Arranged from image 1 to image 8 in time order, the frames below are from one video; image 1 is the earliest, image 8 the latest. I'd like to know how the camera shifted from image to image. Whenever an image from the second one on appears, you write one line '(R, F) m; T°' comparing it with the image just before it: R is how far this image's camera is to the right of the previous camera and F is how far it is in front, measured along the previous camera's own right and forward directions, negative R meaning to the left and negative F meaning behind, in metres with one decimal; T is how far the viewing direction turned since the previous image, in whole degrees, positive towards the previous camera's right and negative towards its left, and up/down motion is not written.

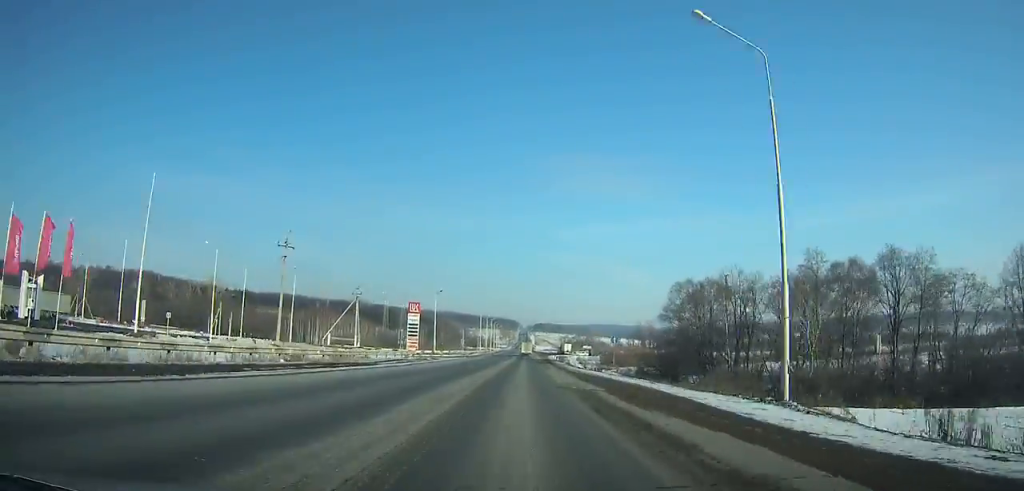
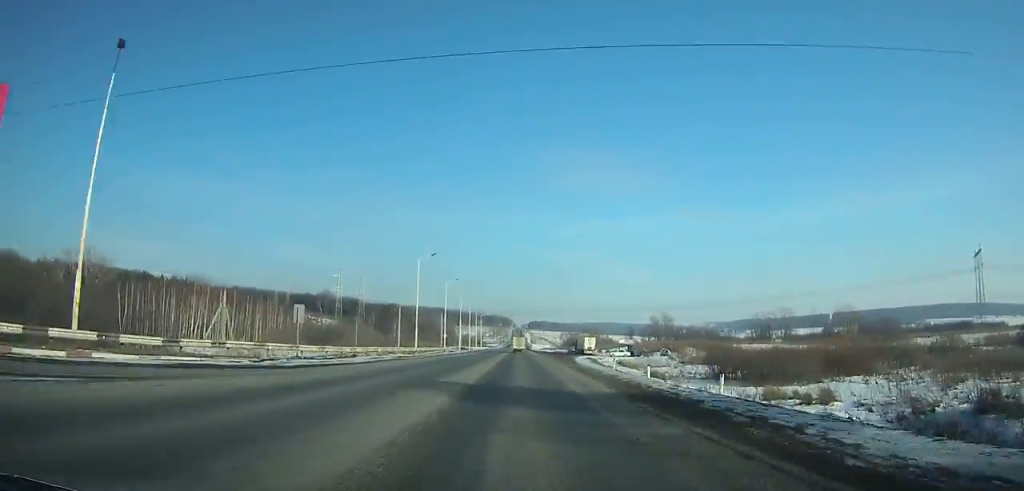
(-0.4, +86.3) m; -1°
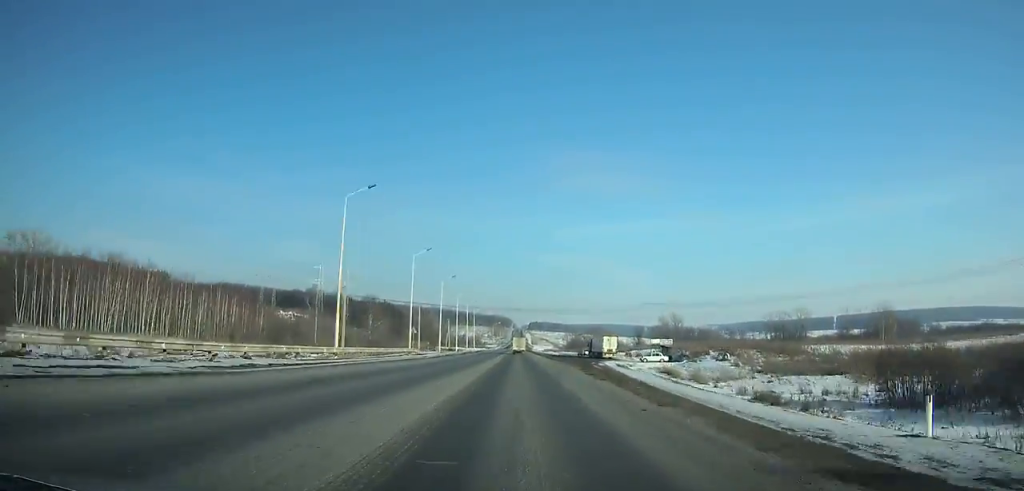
(0.0, +28.6) m; 0°
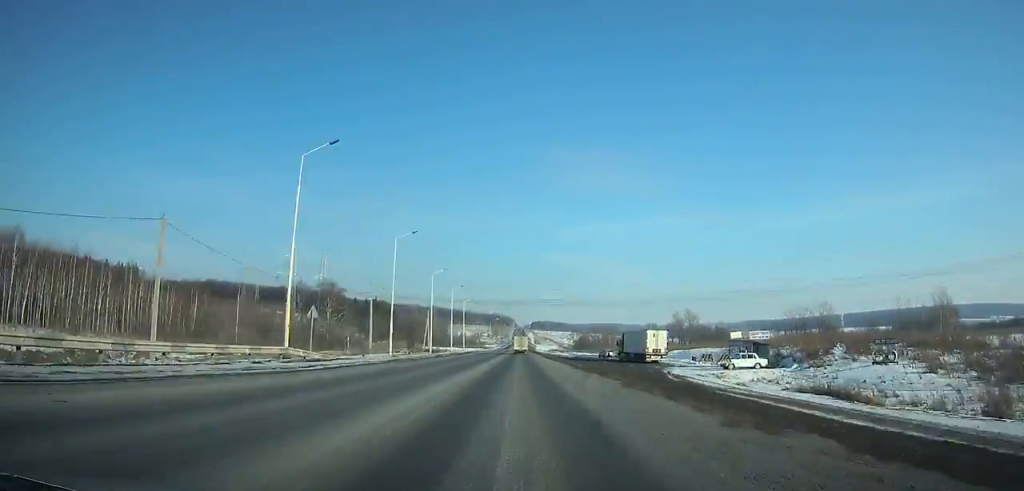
(0.0, +34.1) m; 0°
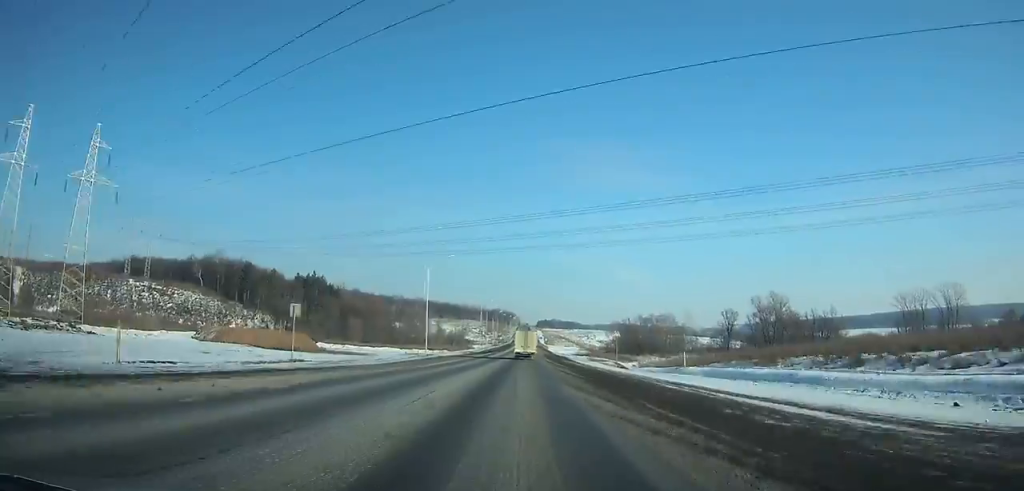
(-0.2, +139.1) m; 0°
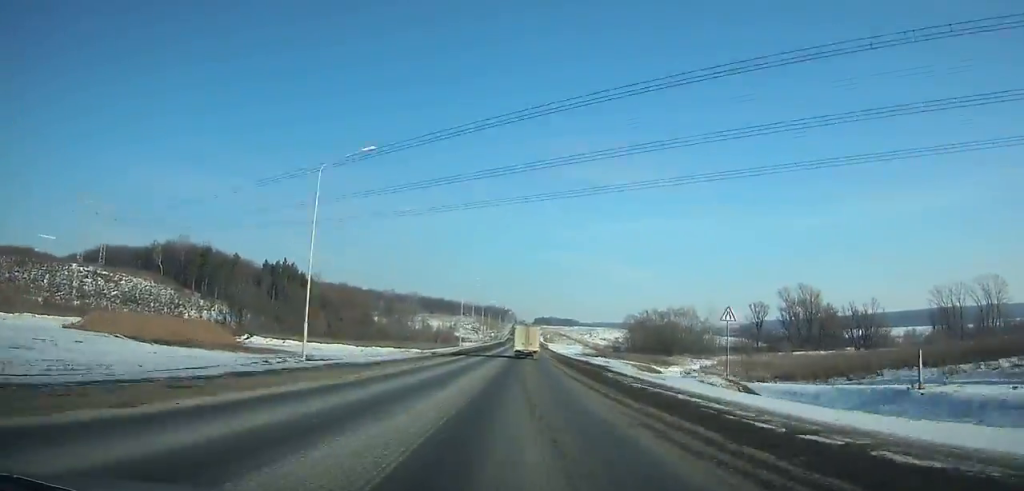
(+0.1, +33.7) m; 0°
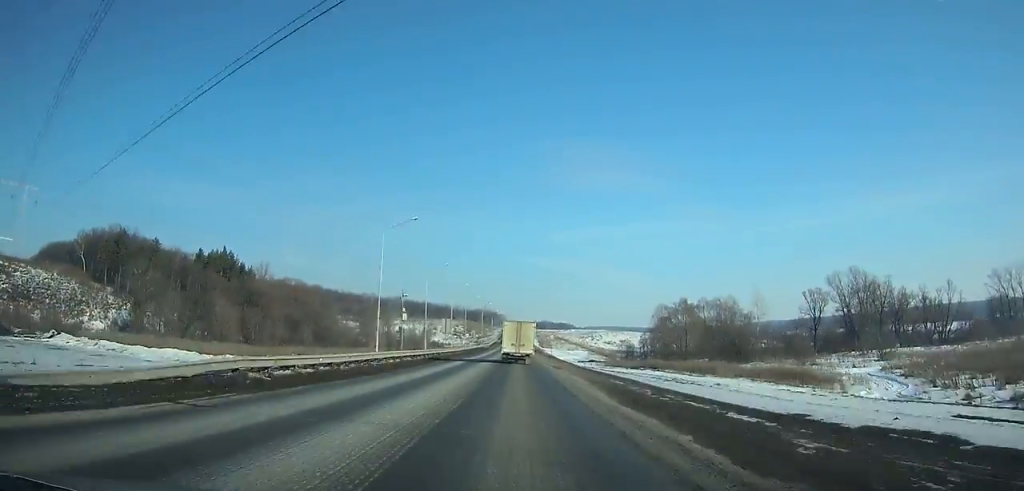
(+0.1, +47.4) m; 0°
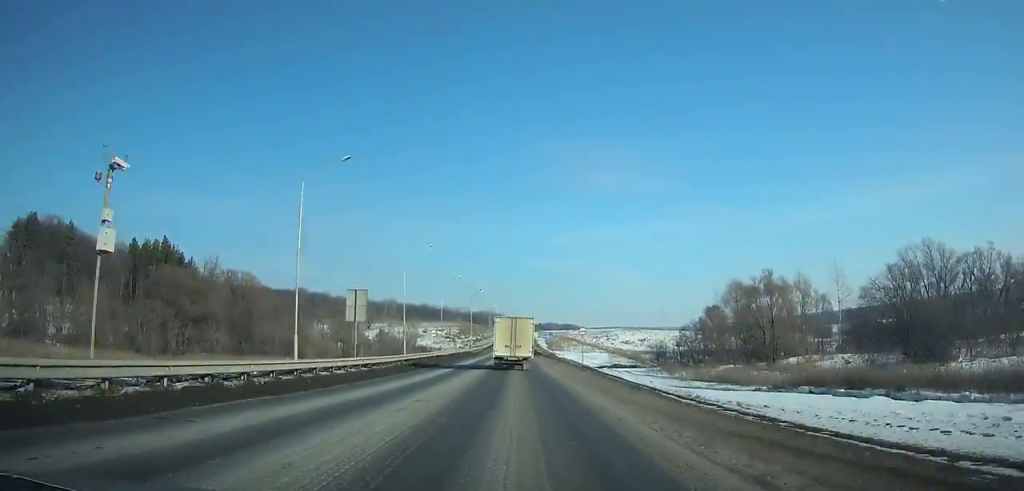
(-0.1, +39.3) m; 0°
